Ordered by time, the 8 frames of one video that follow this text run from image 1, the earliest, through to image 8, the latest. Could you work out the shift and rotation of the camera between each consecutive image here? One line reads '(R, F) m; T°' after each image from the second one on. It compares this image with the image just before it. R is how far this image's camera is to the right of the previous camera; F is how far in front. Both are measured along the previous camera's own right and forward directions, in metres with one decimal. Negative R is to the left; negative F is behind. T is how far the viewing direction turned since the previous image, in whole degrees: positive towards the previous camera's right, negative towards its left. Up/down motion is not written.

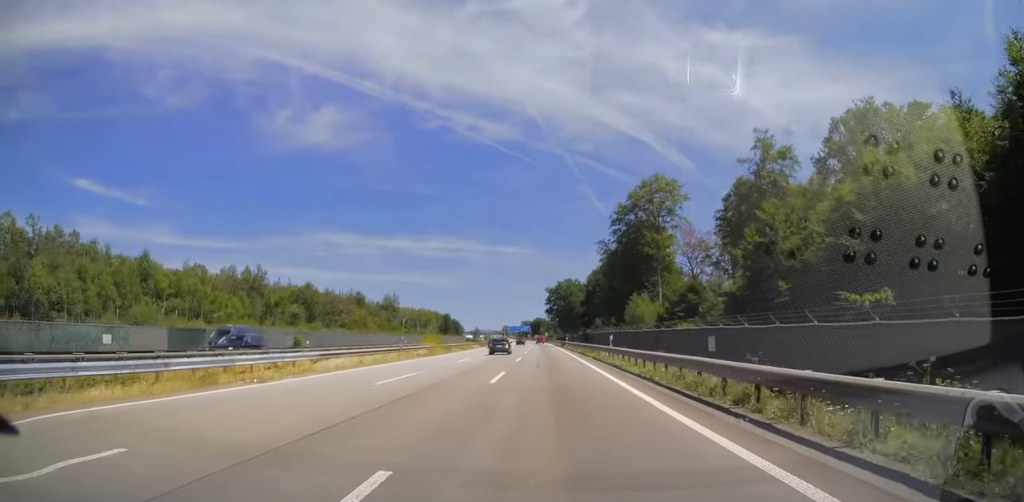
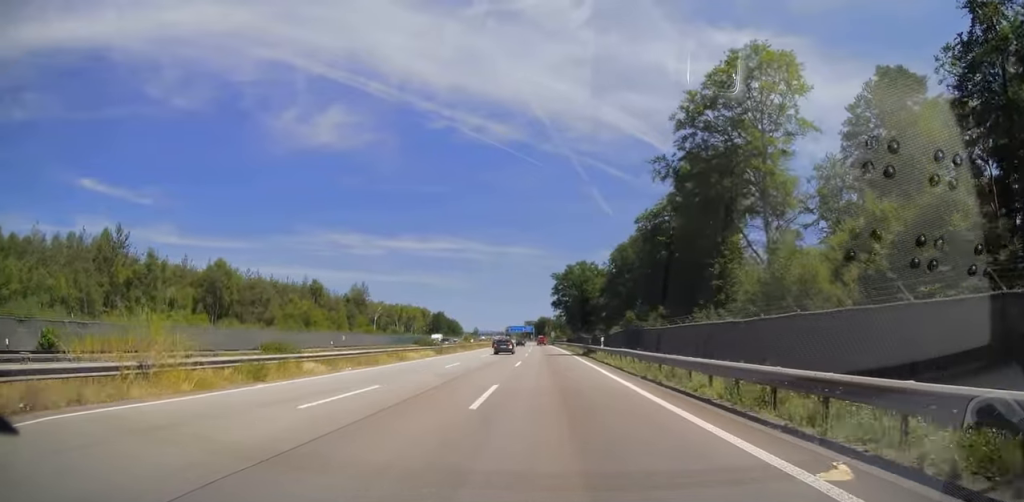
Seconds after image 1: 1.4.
(0.0, +42.5) m; -1°
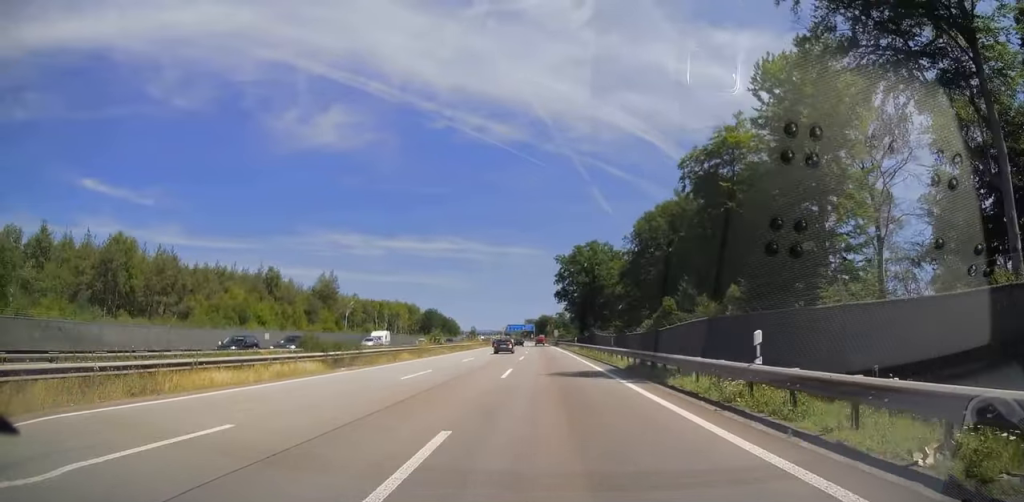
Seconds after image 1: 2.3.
(-0.4, +26.8) m; -1°
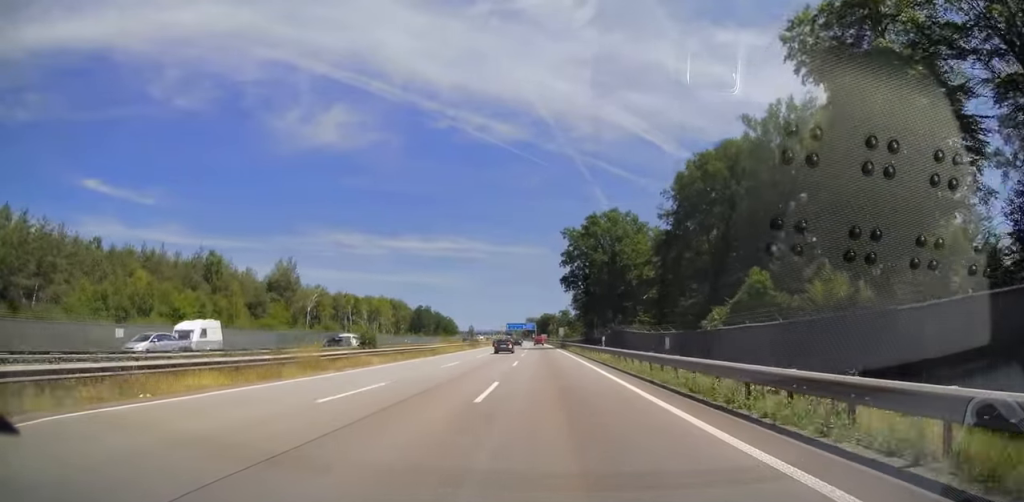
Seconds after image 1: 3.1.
(0.0, +25.9) m; 0°
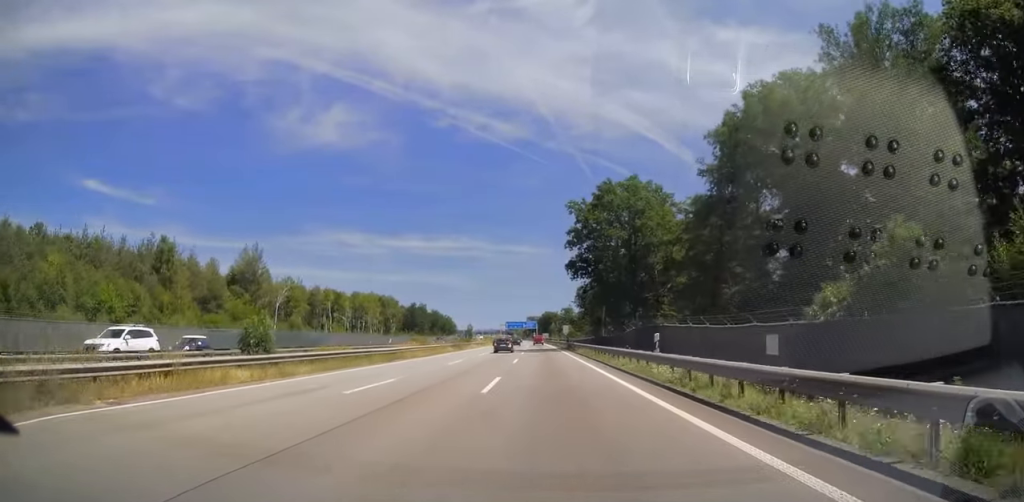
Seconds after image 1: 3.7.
(0.0, +15.8) m; 0°
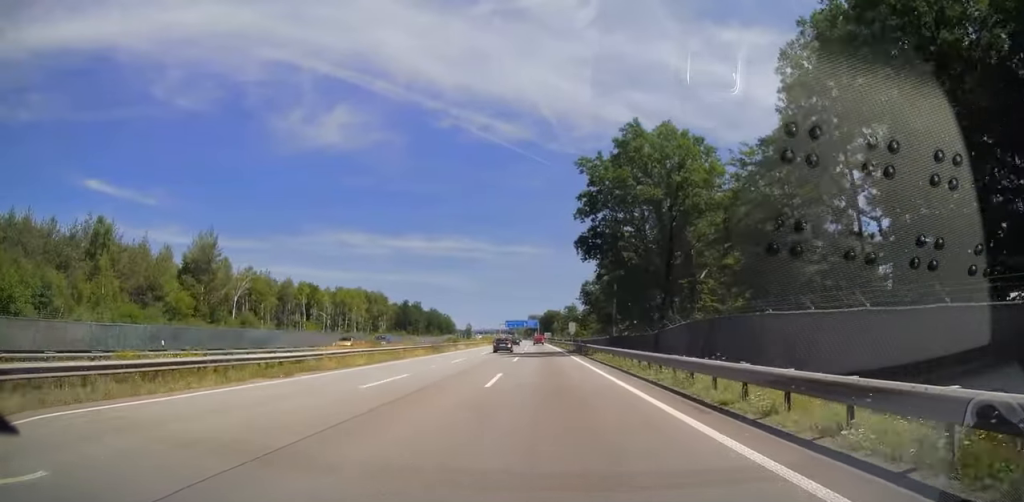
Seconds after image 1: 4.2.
(+0.1, +16.4) m; 0°
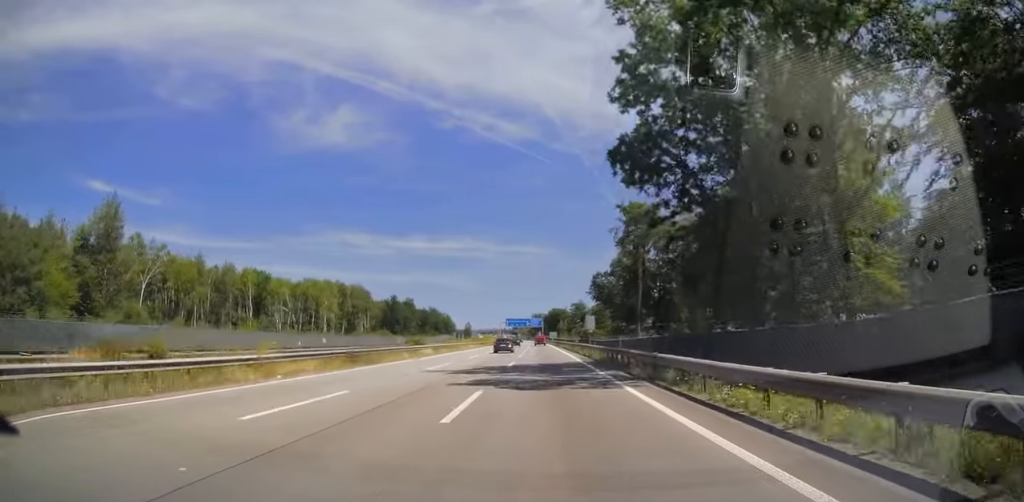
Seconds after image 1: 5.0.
(-0.3, +25.2) m; 0°
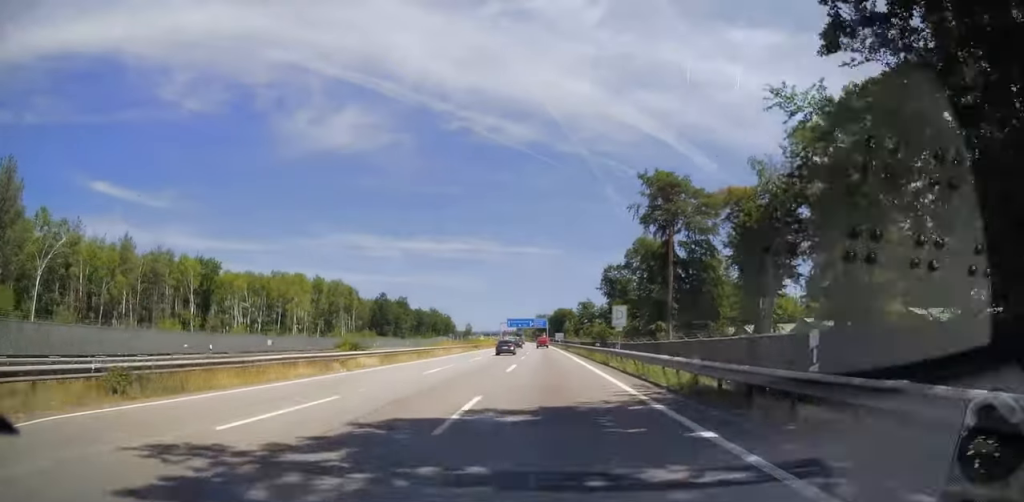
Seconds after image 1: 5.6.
(0.0, +19.0) m; 0°
